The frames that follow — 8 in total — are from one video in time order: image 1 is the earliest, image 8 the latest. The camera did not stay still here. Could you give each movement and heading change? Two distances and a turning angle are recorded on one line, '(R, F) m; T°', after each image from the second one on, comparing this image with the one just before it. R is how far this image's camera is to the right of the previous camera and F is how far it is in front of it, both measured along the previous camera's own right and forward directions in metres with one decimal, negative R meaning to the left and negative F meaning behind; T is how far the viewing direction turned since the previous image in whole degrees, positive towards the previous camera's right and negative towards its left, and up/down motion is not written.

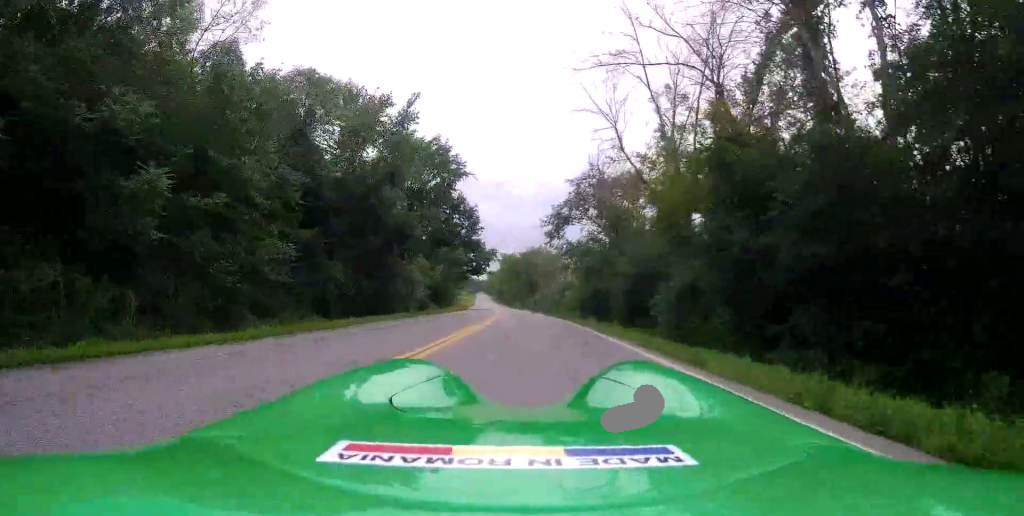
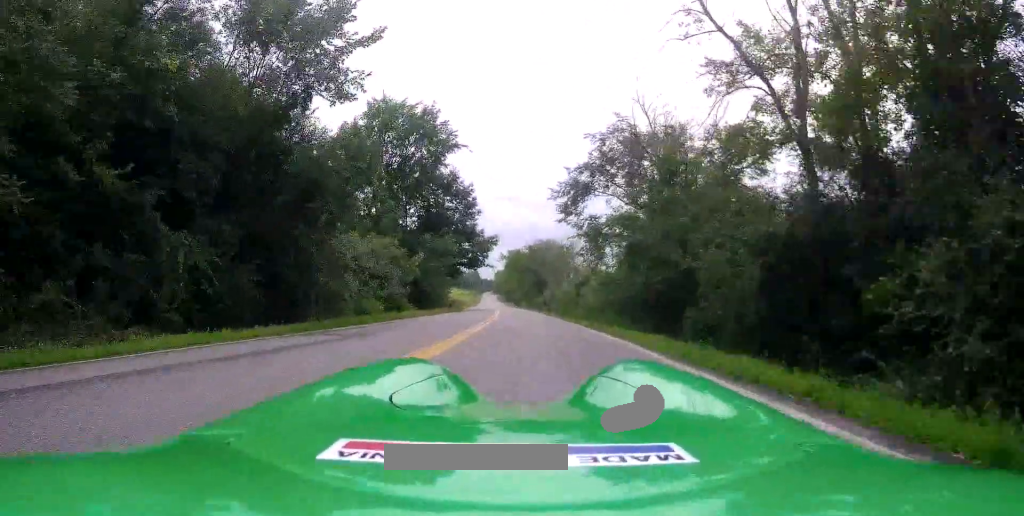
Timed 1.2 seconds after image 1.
(0.0, +14.6) m; 0°
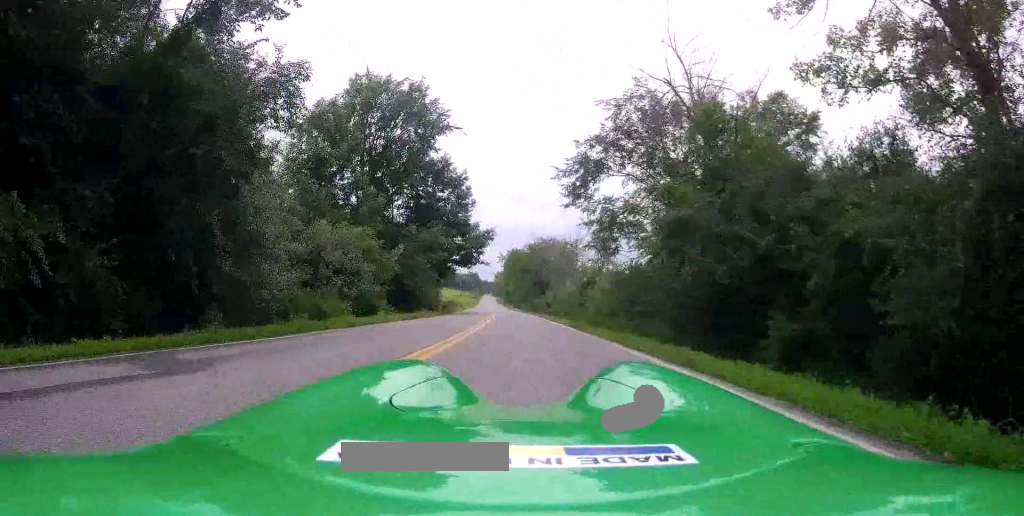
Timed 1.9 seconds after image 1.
(0.0, +6.8) m; 0°
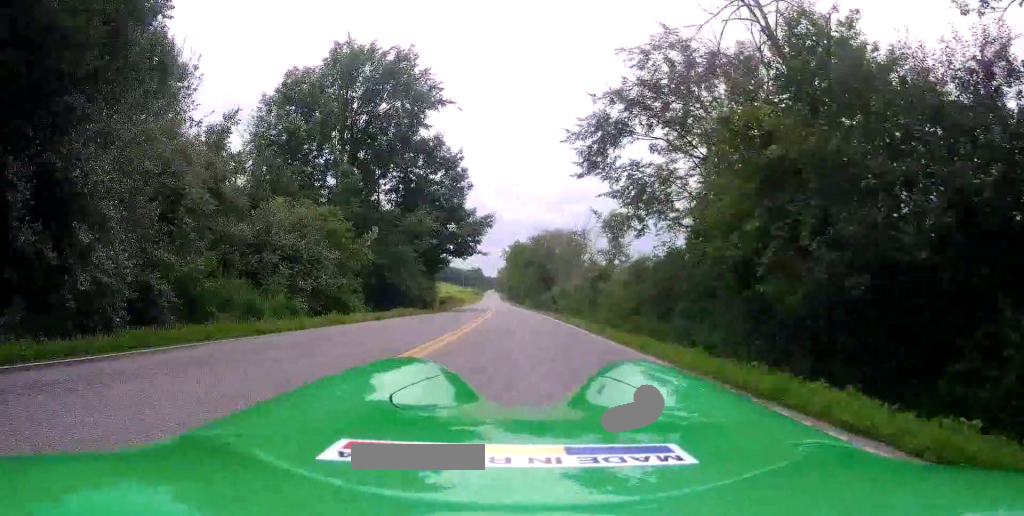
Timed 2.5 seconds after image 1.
(0.0, +6.2) m; 0°
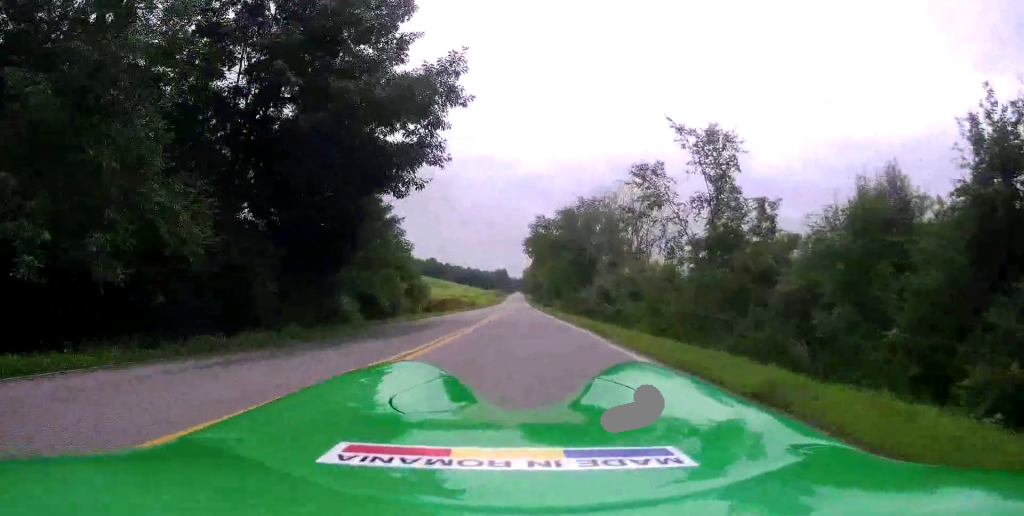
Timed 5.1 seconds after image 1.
(0.0, +26.4) m; 0°
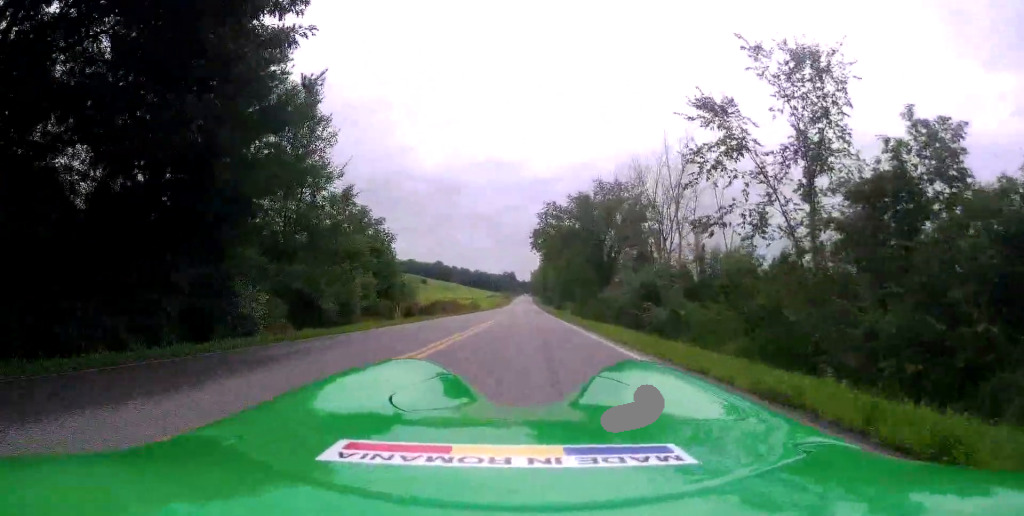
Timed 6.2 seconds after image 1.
(0.0, +9.7) m; 0°
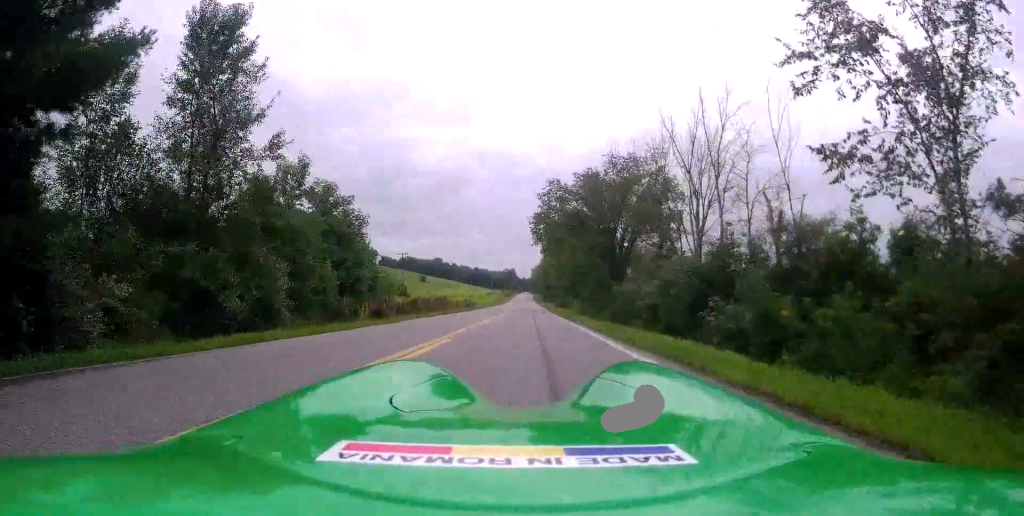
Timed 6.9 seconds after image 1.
(0.0, +6.9) m; 0°
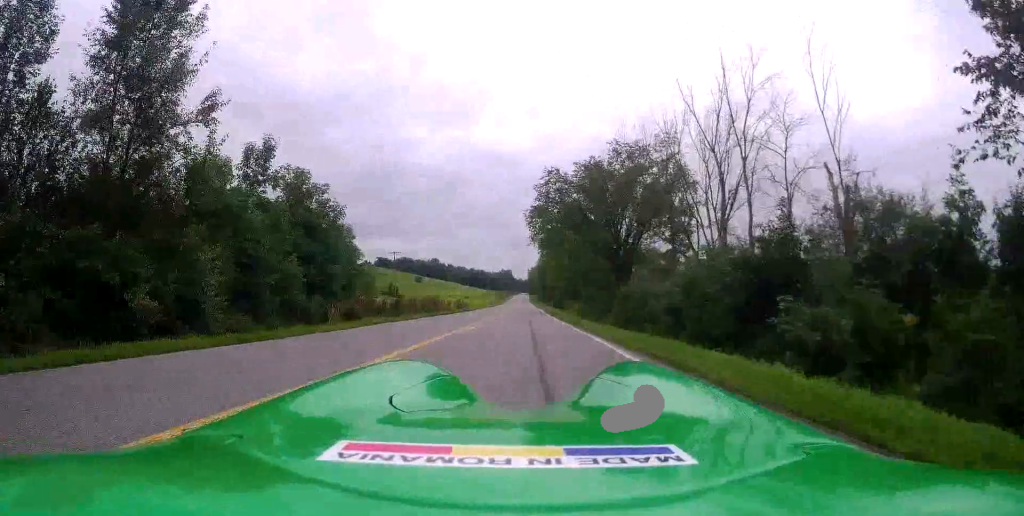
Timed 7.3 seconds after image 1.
(0.0, +4.2) m; 0°
